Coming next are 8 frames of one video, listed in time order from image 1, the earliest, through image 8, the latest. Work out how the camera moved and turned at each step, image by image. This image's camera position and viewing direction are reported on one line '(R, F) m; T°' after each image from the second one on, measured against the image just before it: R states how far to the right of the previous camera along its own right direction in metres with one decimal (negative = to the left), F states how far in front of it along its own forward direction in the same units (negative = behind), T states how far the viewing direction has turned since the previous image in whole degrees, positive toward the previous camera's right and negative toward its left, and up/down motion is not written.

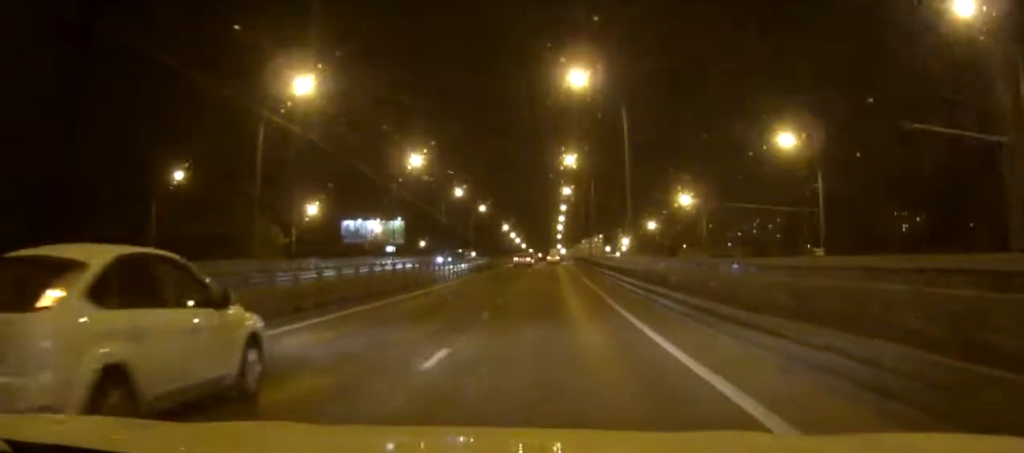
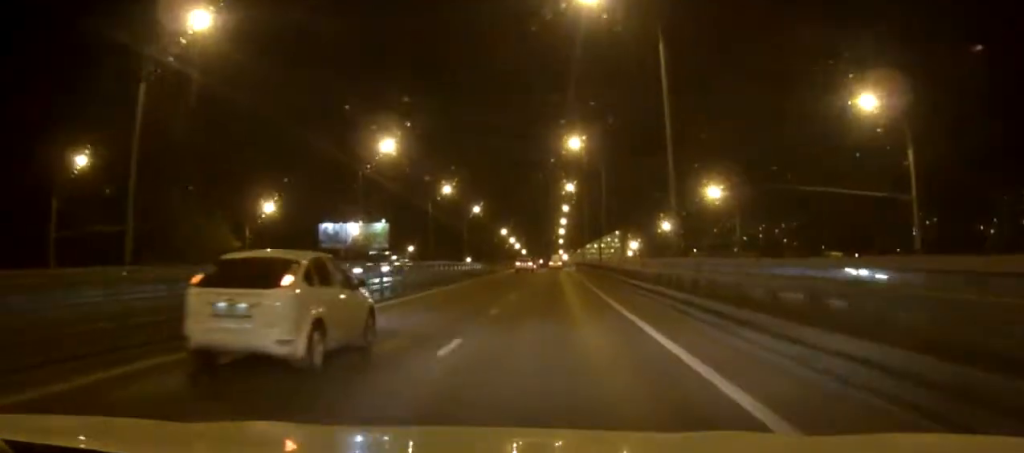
(0.0, +14.5) m; 0°
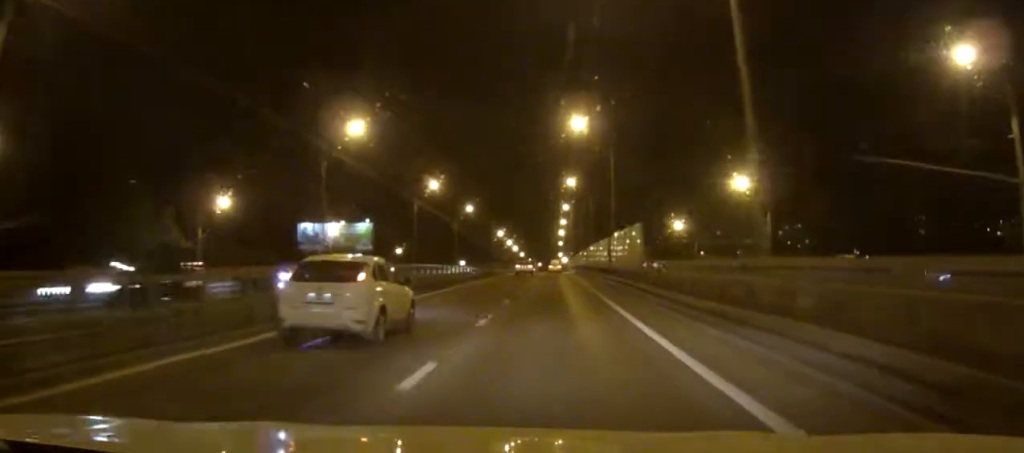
(0.0, +10.7) m; 0°
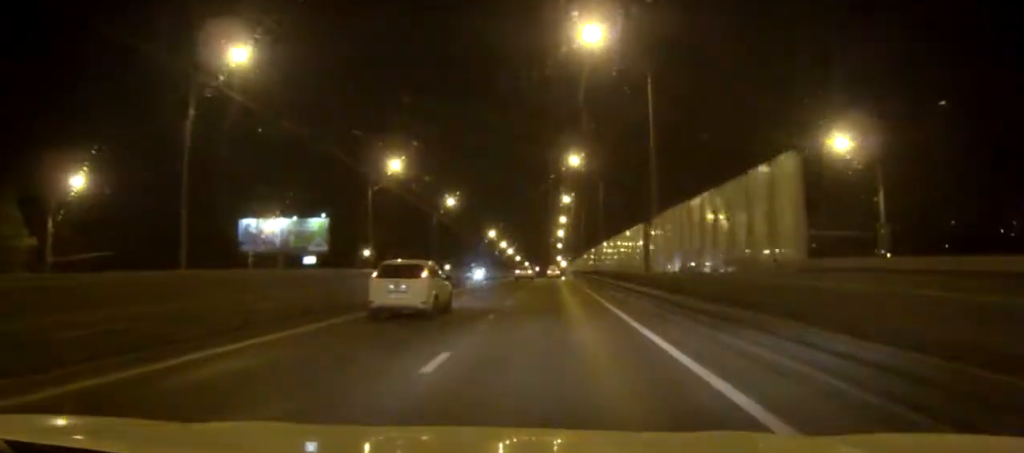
(0.0, +22.3) m; 0°
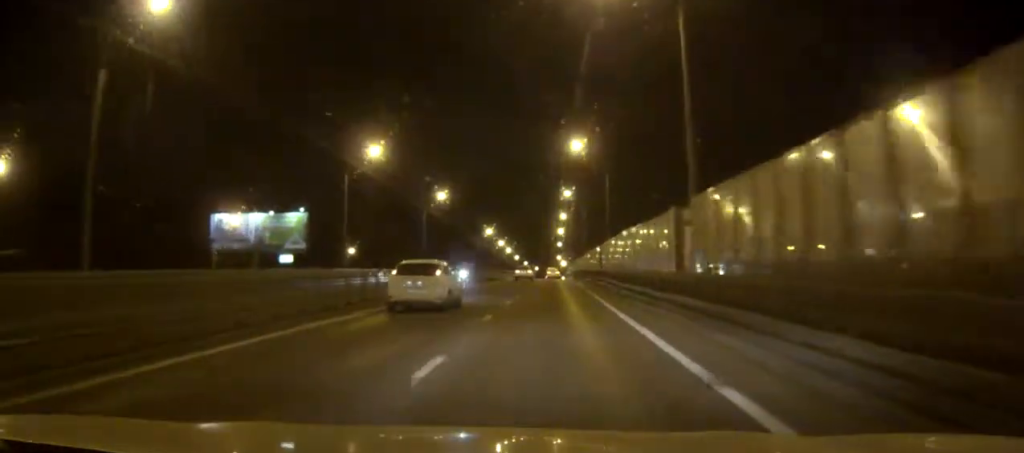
(0.0, +8.5) m; 0°
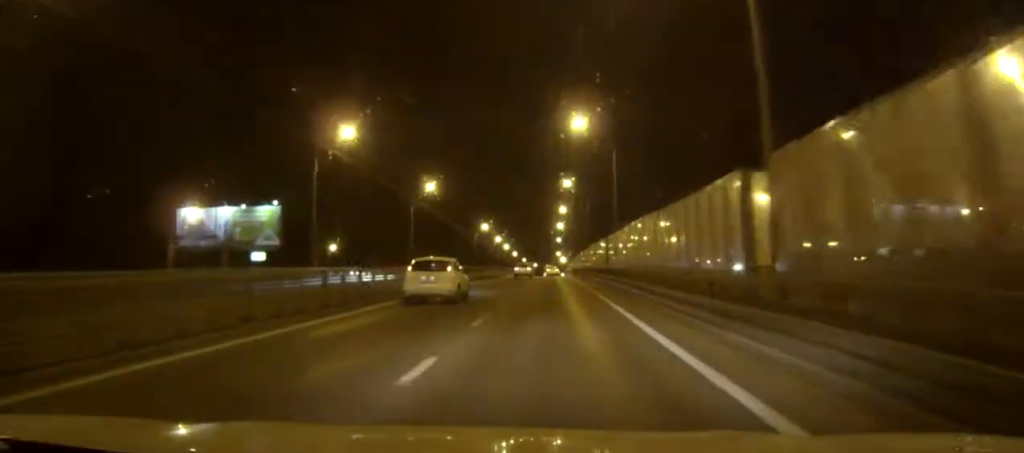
(0.0, +8.5) m; 0°
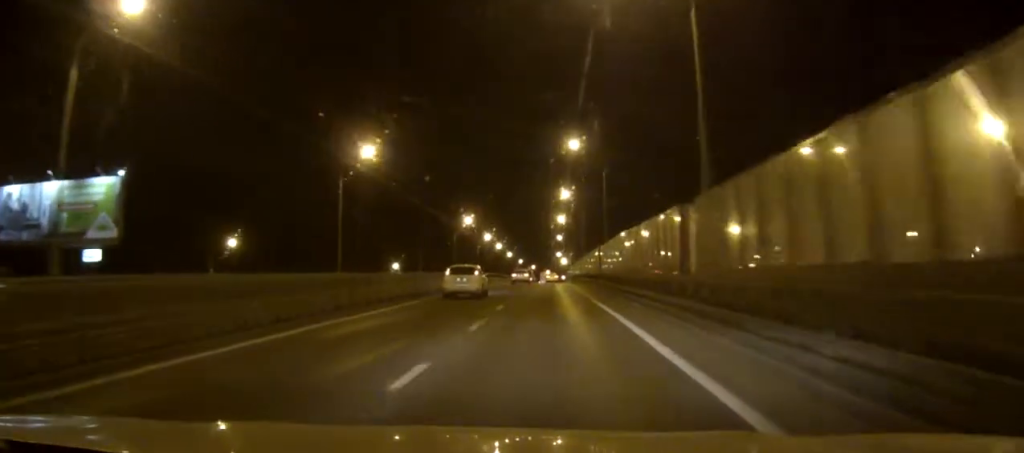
(+0.1, +31.6) m; 0°
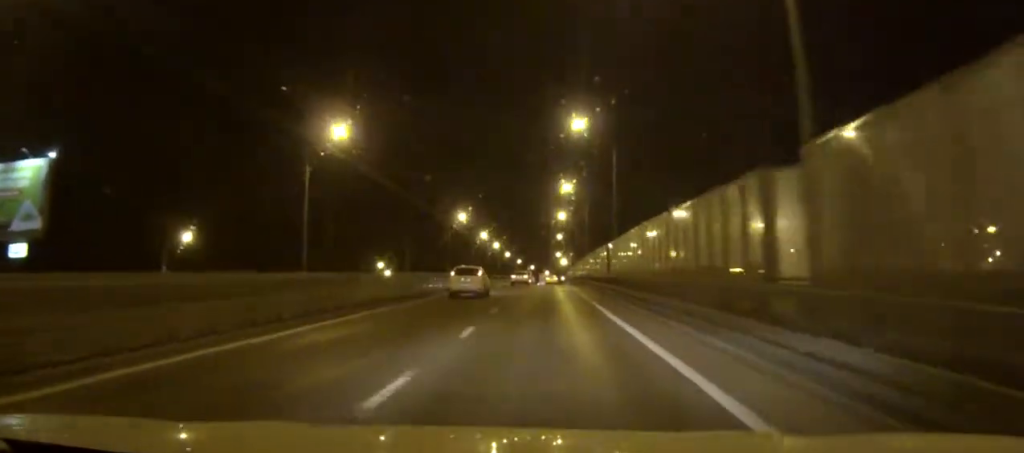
(0.0, +8.9) m; 0°
